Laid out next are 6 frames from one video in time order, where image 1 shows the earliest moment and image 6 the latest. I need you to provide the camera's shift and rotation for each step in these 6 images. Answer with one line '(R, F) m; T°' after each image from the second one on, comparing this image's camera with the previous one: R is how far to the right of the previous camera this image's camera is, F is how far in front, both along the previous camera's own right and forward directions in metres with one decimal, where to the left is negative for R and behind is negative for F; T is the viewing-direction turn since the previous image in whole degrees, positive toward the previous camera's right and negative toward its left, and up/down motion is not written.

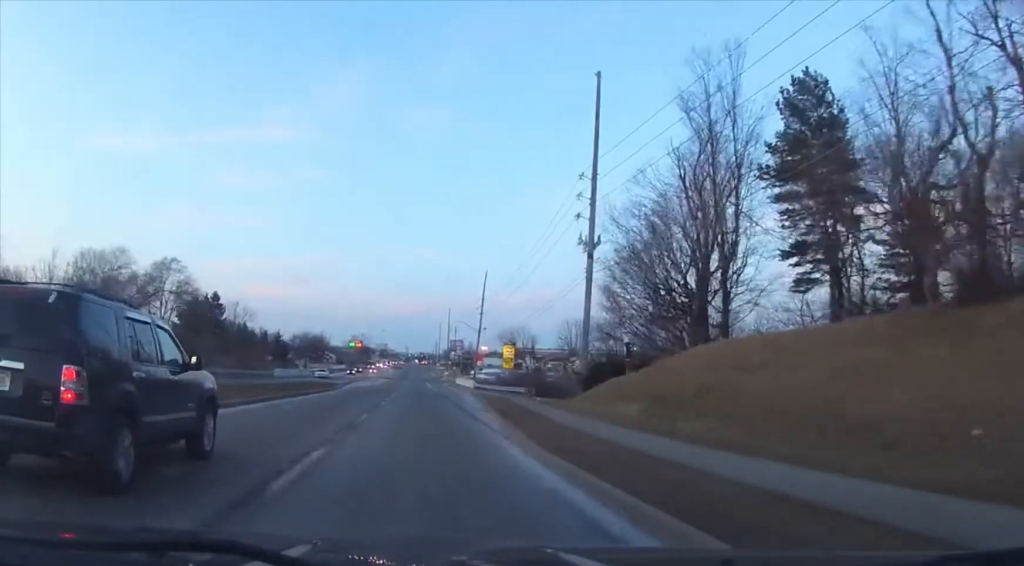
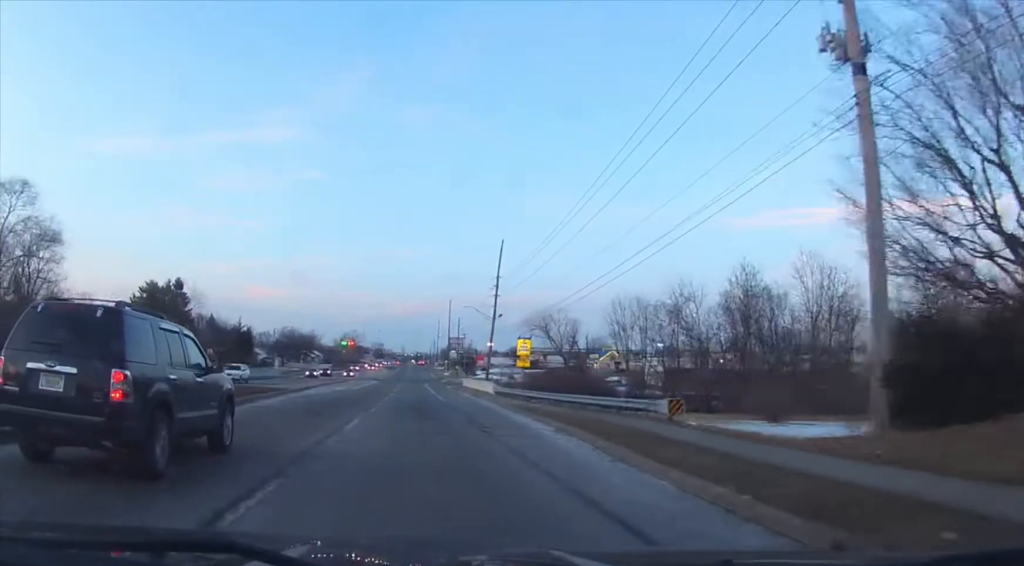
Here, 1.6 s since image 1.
(0.0, +27.4) m; 0°
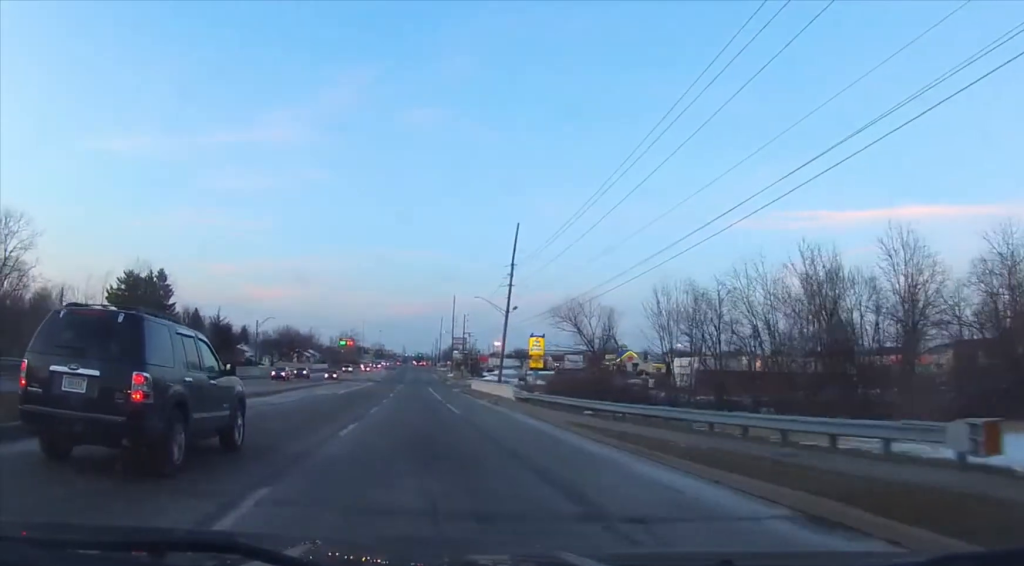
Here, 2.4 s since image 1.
(0.0, +12.6) m; 0°
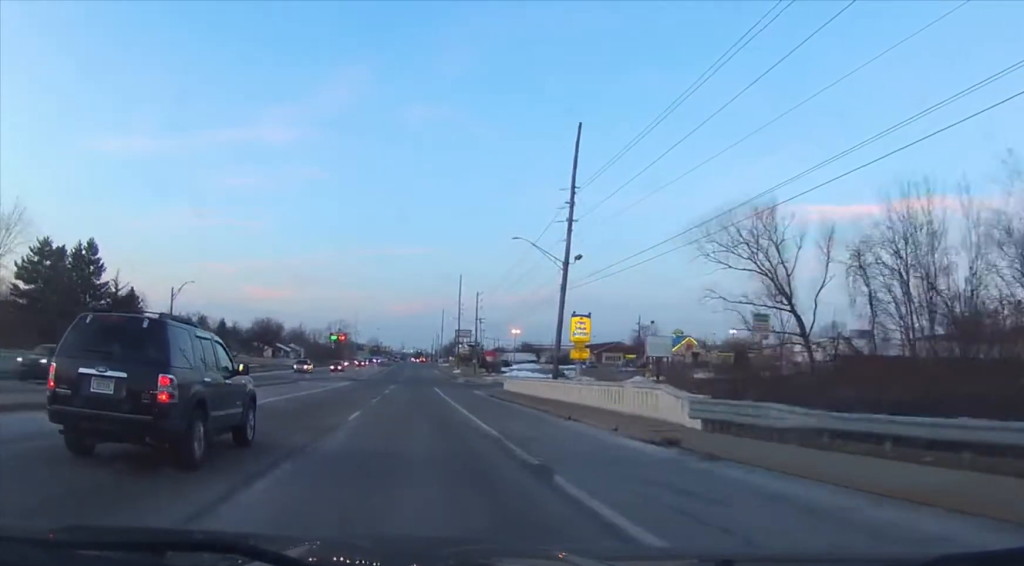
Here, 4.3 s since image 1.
(0.0, +33.6) m; 0°
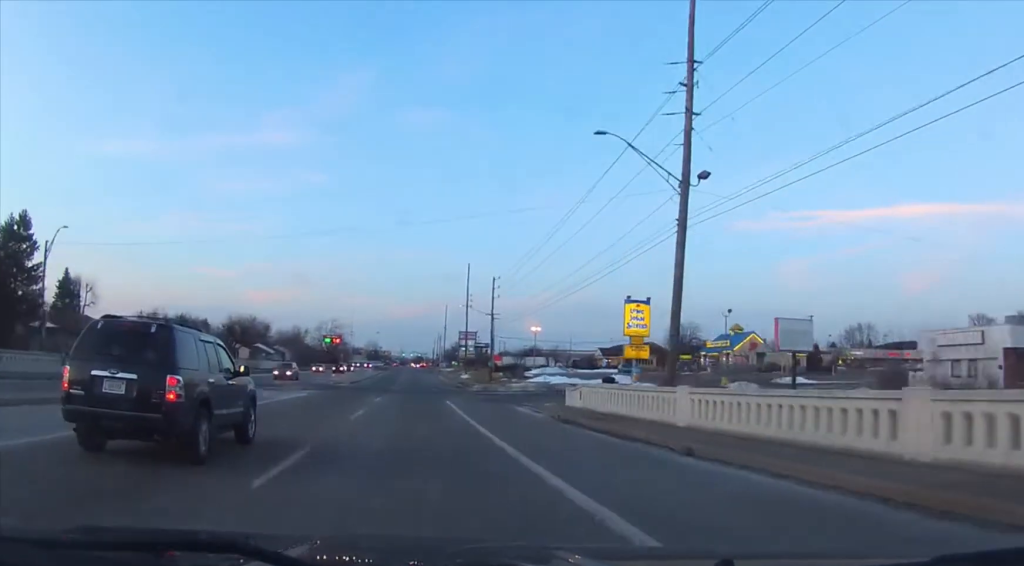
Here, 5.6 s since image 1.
(0.0, +22.7) m; 0°
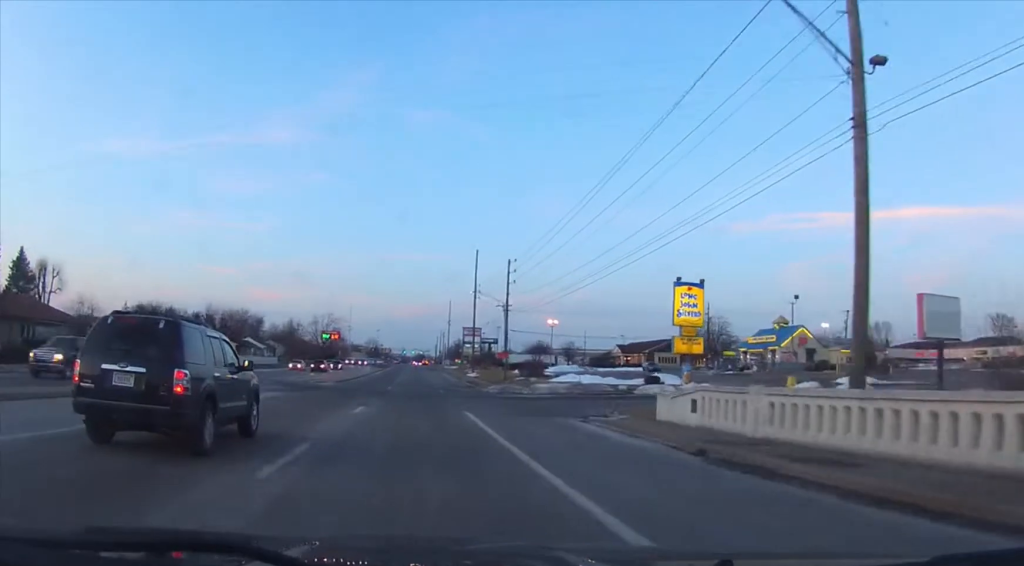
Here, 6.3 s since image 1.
(0.0, +12.4) m; 0°
